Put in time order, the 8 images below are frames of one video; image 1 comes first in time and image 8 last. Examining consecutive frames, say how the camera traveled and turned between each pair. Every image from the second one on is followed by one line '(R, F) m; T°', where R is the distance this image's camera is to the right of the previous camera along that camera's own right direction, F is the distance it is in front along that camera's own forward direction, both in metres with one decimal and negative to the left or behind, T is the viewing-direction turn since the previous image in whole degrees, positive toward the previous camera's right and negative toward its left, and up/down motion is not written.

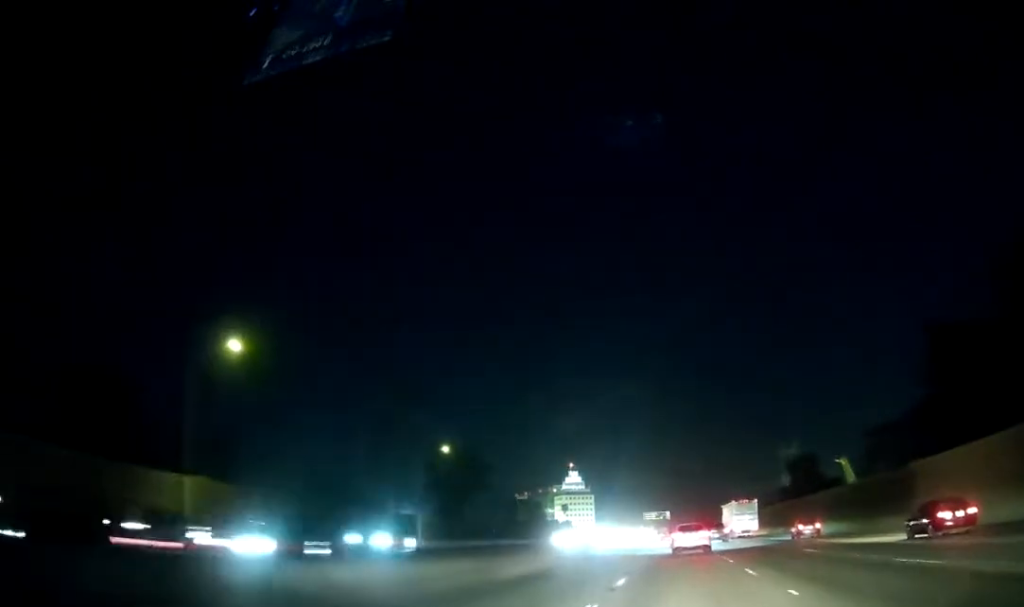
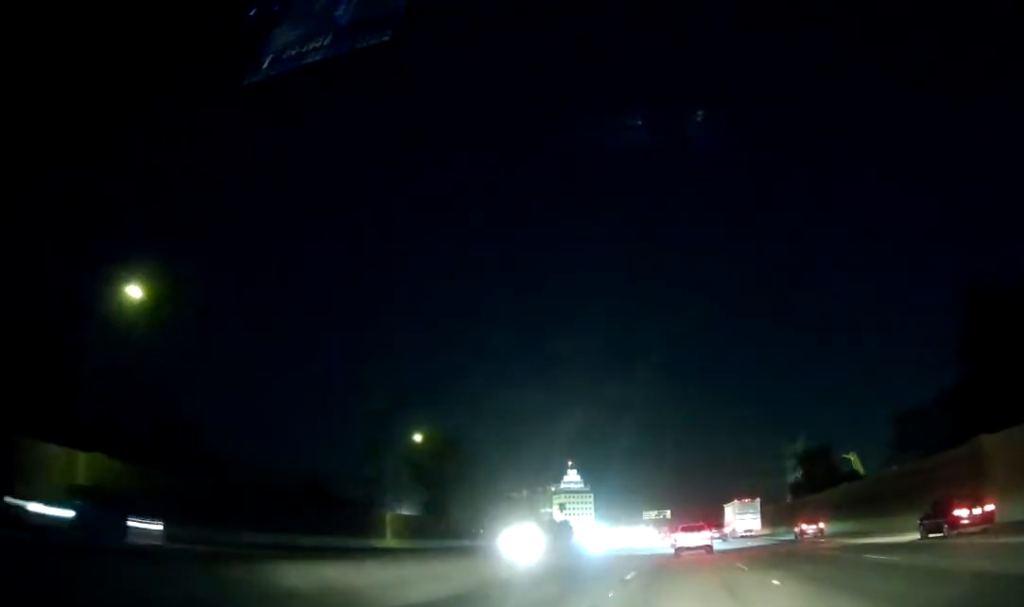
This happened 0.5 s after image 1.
(0.0, +12.1) m; 0°
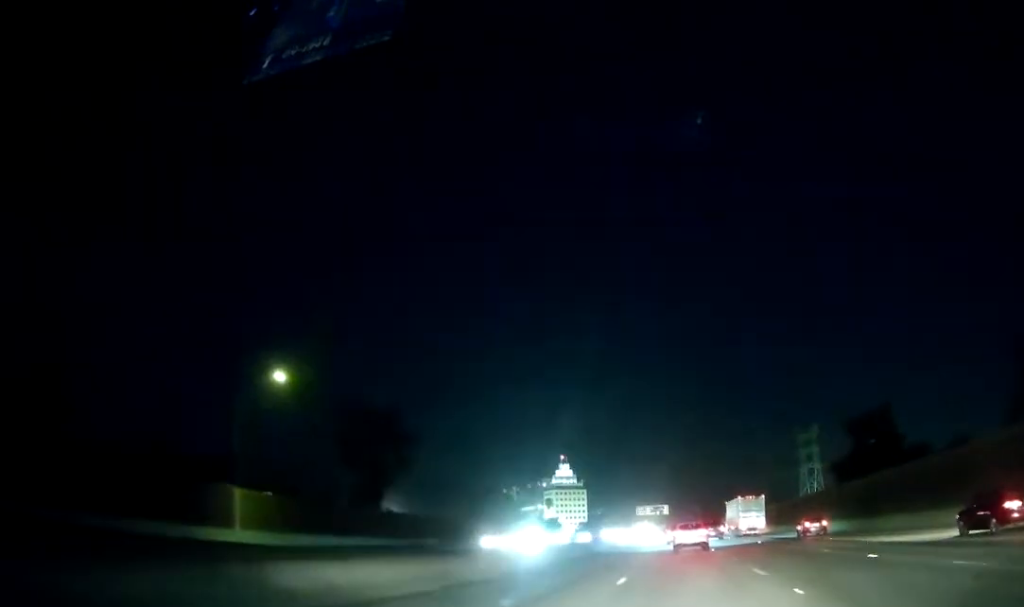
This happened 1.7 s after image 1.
(0.0, +32.8) m; 0°
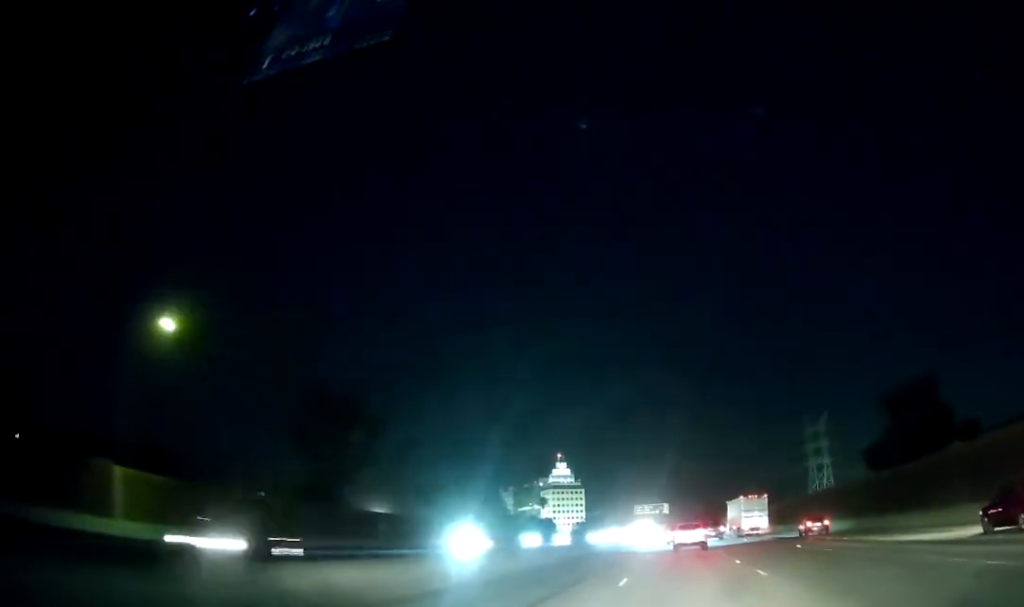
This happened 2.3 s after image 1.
(0.0, +14.8) m; 0°
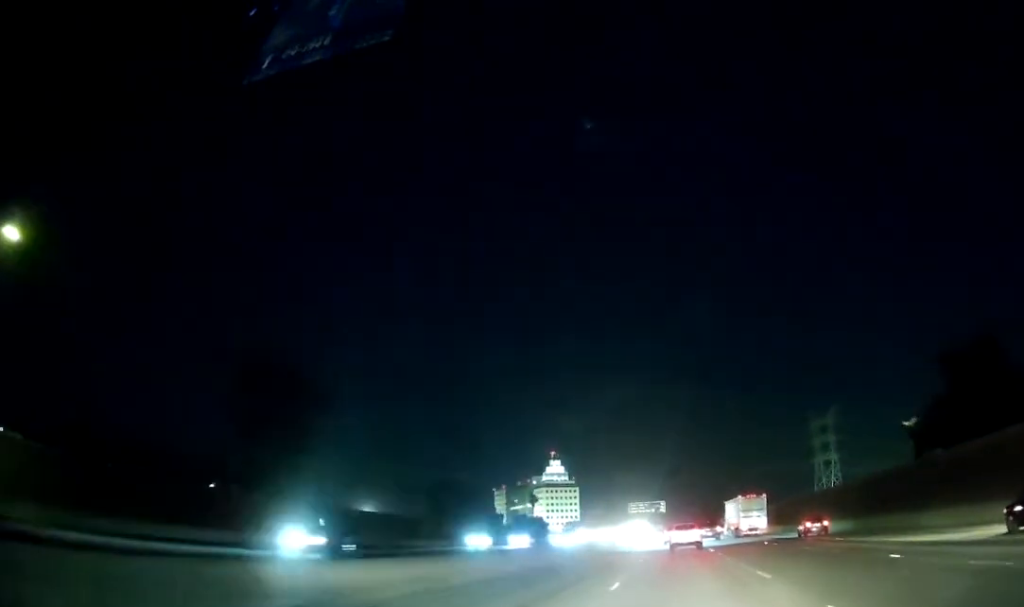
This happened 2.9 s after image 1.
(0.0, +15.7) m; 0°
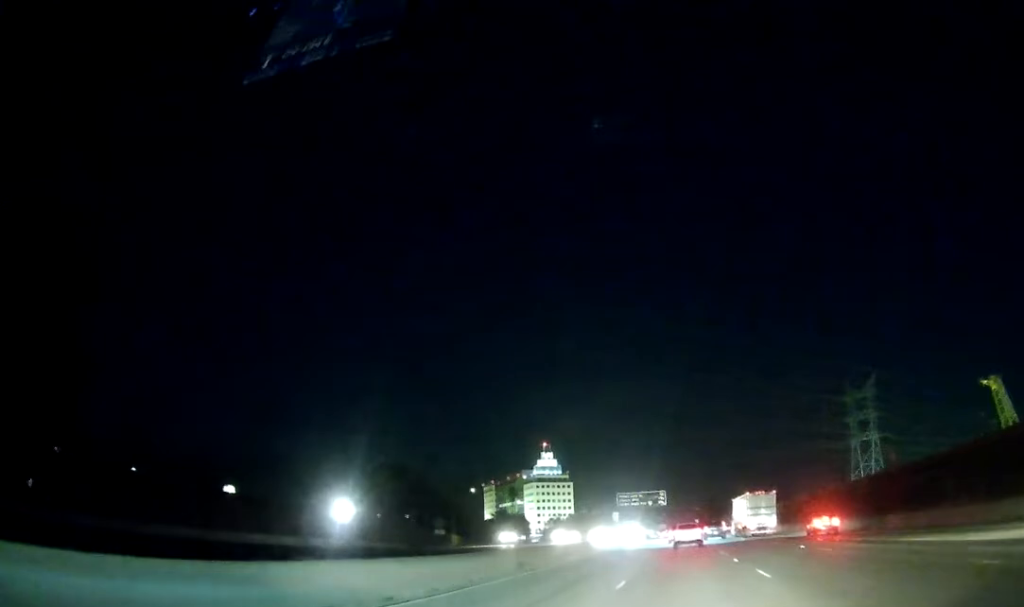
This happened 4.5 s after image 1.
(+0.4, +41.9) m; 0°
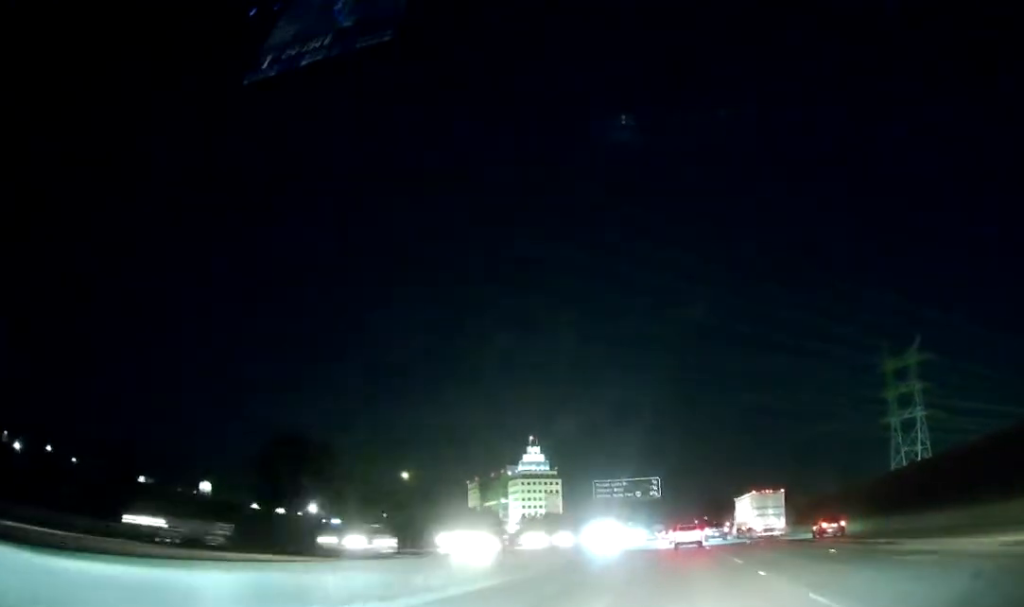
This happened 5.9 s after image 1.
(-0.5, +36.8) m; -1°
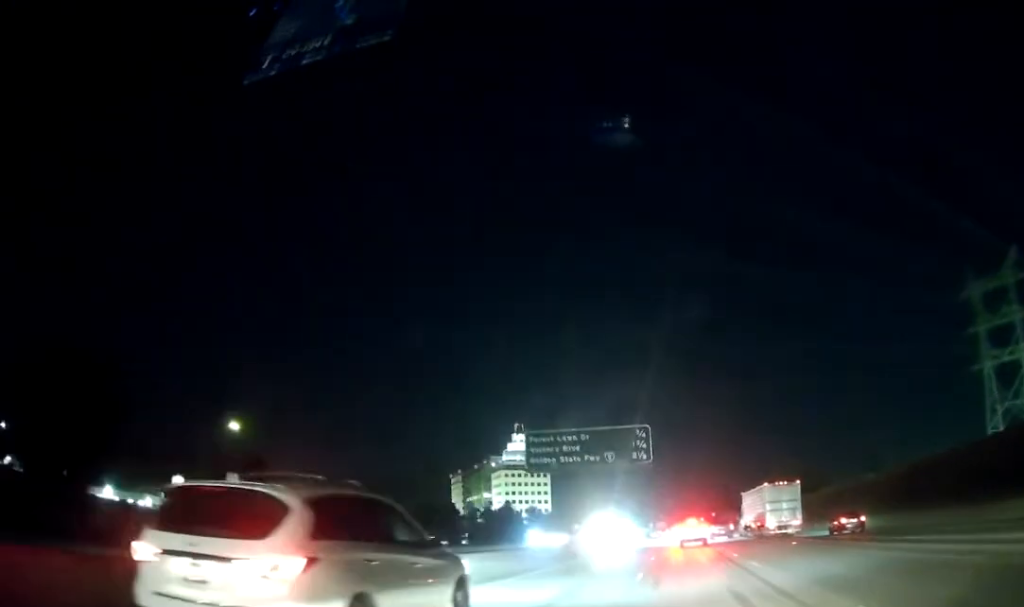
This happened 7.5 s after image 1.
(+0.2, +45.9) m; 0°
